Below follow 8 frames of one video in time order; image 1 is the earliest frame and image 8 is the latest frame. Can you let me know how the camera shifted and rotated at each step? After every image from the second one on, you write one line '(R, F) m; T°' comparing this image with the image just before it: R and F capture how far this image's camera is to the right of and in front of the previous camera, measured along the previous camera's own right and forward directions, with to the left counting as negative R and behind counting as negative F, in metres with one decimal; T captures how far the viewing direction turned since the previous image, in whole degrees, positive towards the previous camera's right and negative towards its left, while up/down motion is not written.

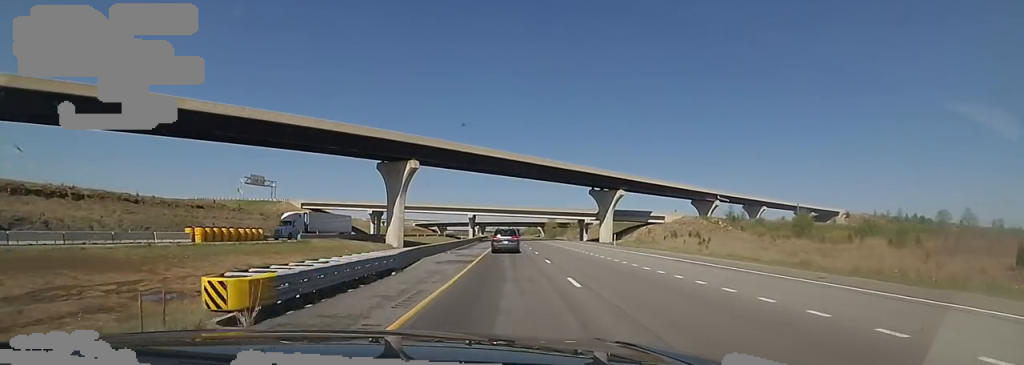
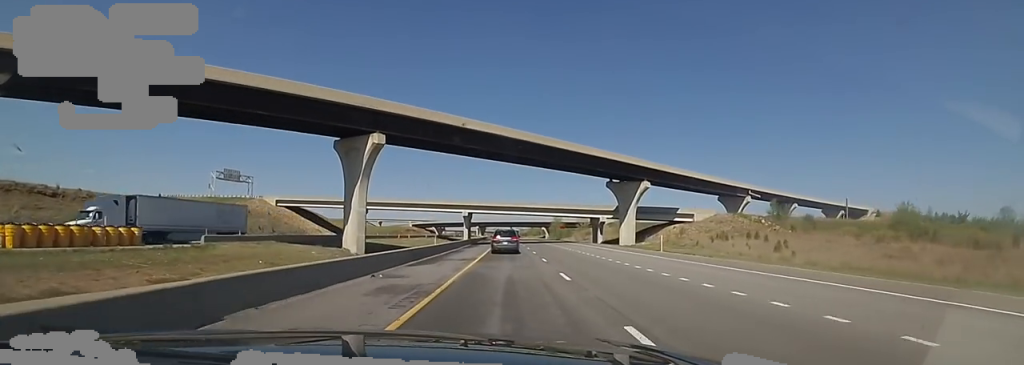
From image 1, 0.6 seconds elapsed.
(+0.9, +17.3) m; 0°
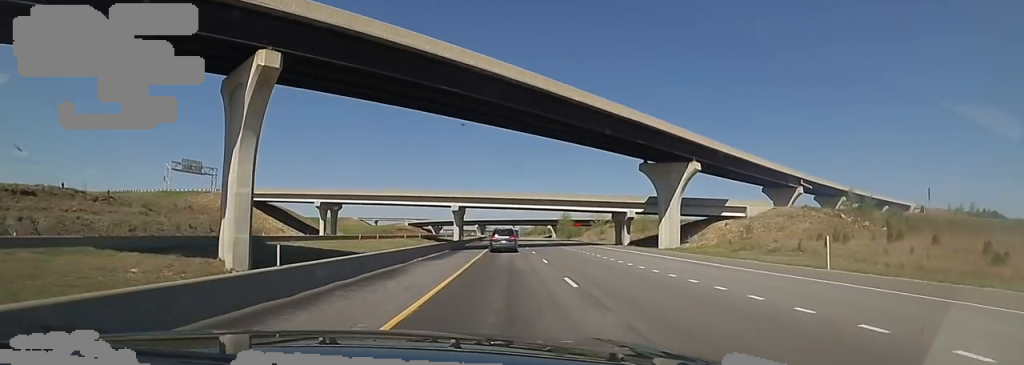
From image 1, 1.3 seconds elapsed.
(-1.1, +21.6) m; -2°
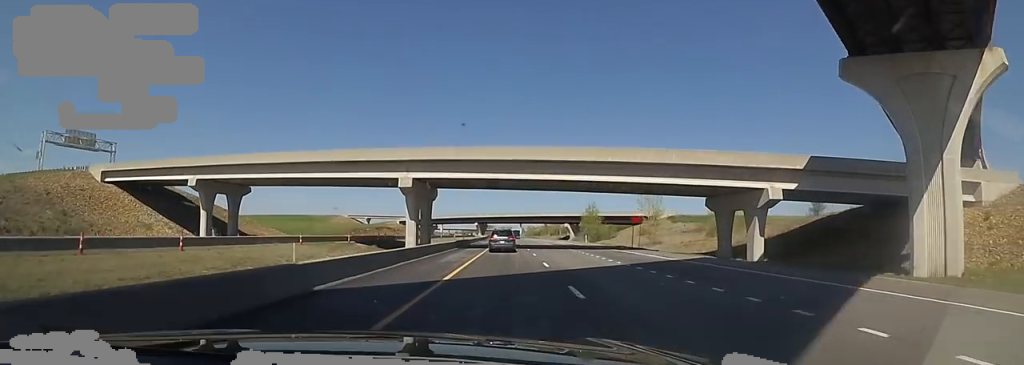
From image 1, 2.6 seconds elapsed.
(-0.8, +41.5) m; +2°
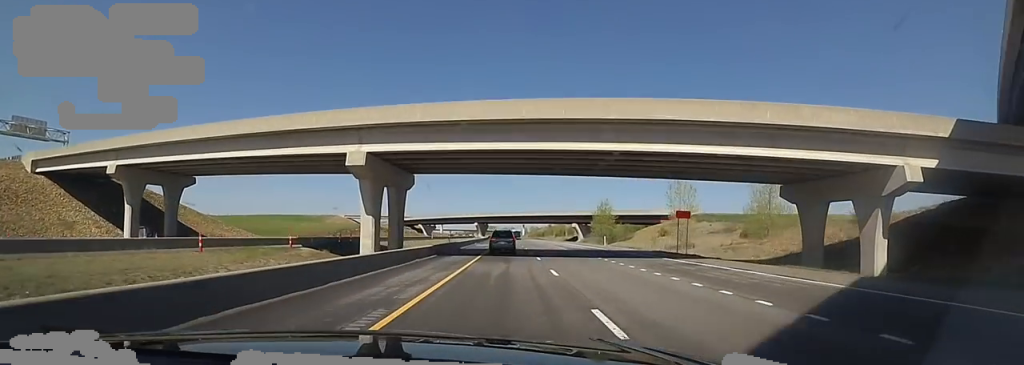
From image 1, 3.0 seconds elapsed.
(+0.7, +13.7) m; 0°
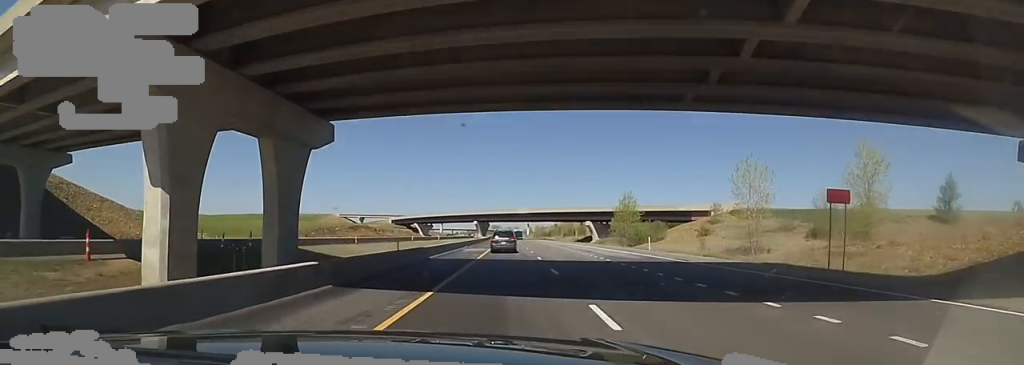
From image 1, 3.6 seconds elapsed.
(+0.8, +19.0) m; 0°
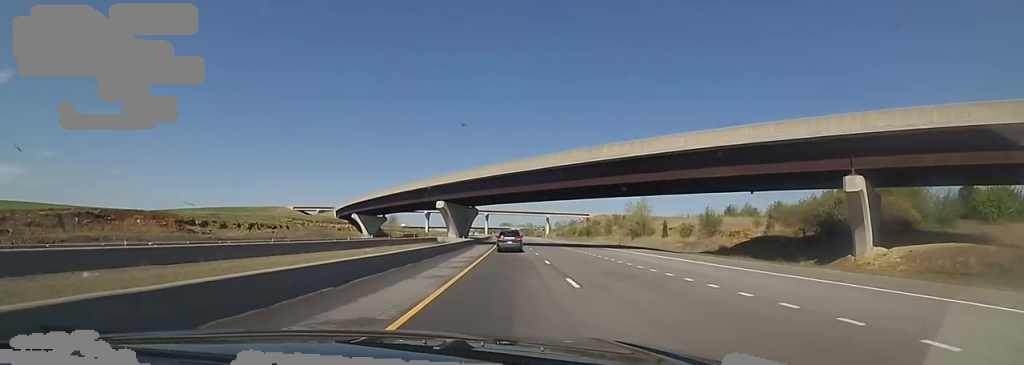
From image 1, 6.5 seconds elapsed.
(-4.5, +92.7) m; -3°
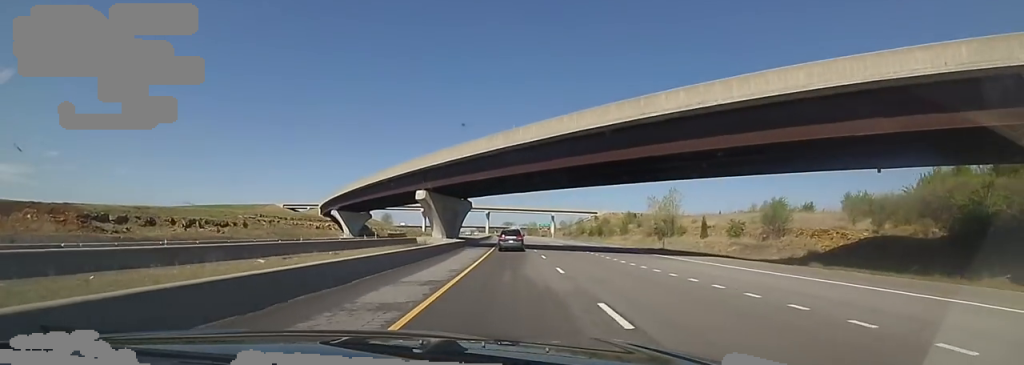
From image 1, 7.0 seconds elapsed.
(0.0, +15.4) m; -1°
